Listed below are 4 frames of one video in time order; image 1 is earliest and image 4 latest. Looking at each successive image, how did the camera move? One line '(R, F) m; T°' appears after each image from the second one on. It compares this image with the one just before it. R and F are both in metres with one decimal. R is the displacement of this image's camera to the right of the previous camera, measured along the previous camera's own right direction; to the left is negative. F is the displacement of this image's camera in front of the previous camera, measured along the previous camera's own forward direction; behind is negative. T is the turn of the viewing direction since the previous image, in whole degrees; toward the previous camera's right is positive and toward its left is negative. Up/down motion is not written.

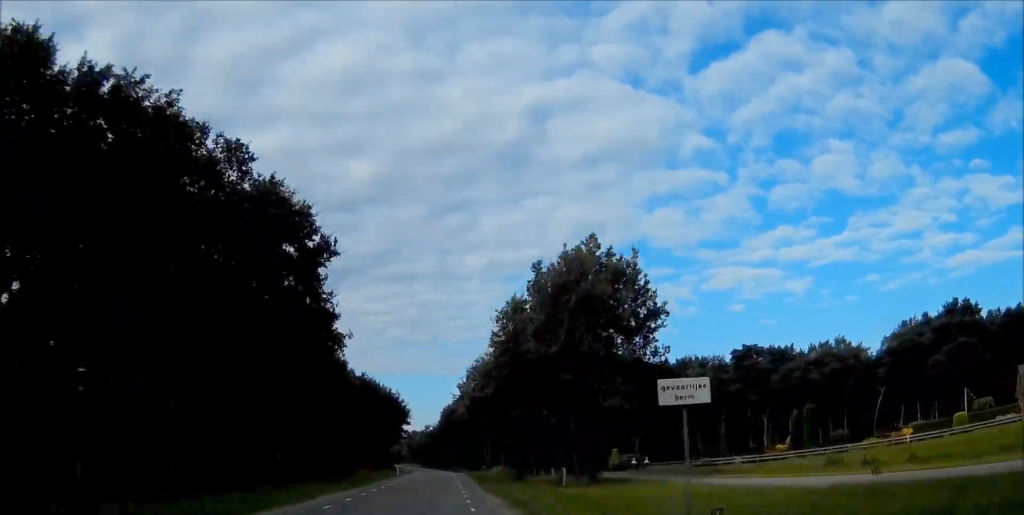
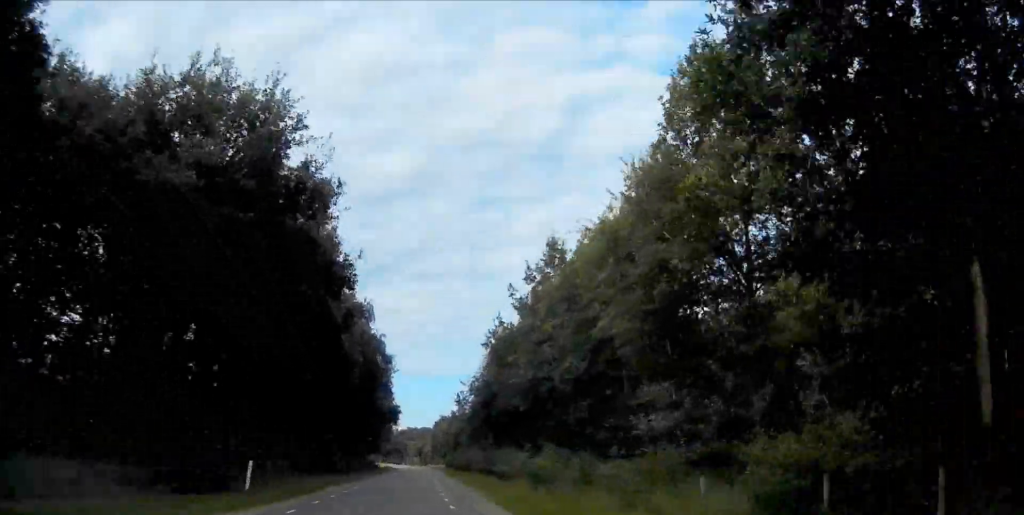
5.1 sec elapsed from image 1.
(-1.1, +88.6) m; -3°
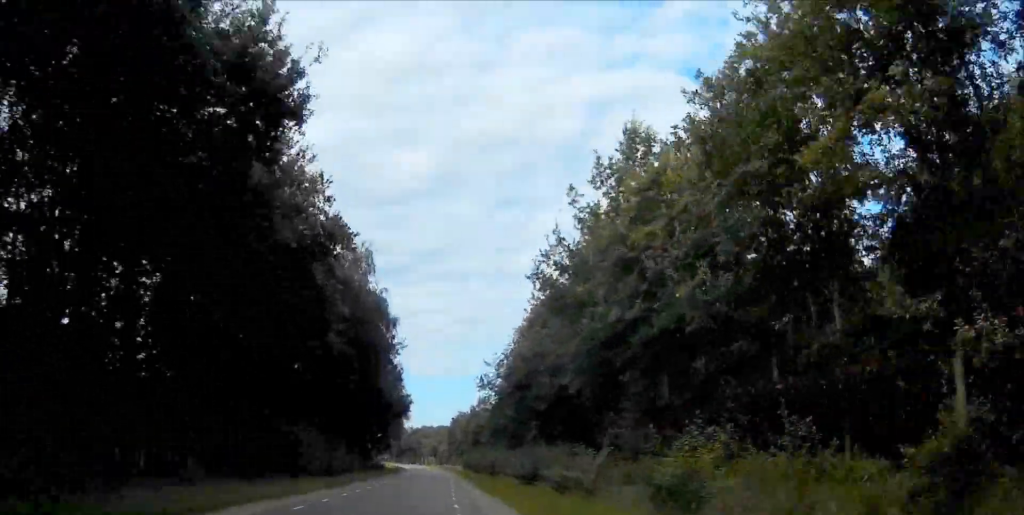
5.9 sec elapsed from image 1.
(-0.2, +15.2) m; 0°
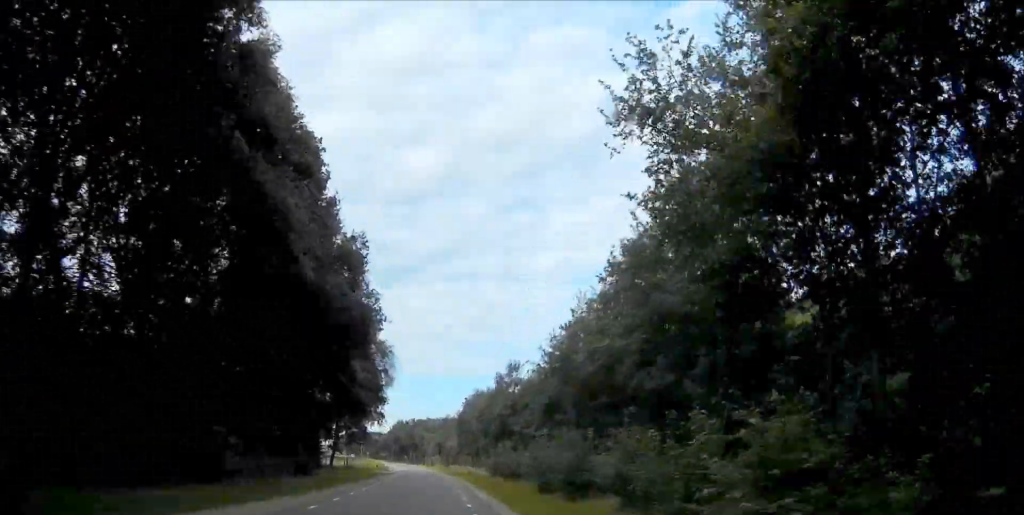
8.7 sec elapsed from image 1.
(-0.3, +48.2) m; -1°
